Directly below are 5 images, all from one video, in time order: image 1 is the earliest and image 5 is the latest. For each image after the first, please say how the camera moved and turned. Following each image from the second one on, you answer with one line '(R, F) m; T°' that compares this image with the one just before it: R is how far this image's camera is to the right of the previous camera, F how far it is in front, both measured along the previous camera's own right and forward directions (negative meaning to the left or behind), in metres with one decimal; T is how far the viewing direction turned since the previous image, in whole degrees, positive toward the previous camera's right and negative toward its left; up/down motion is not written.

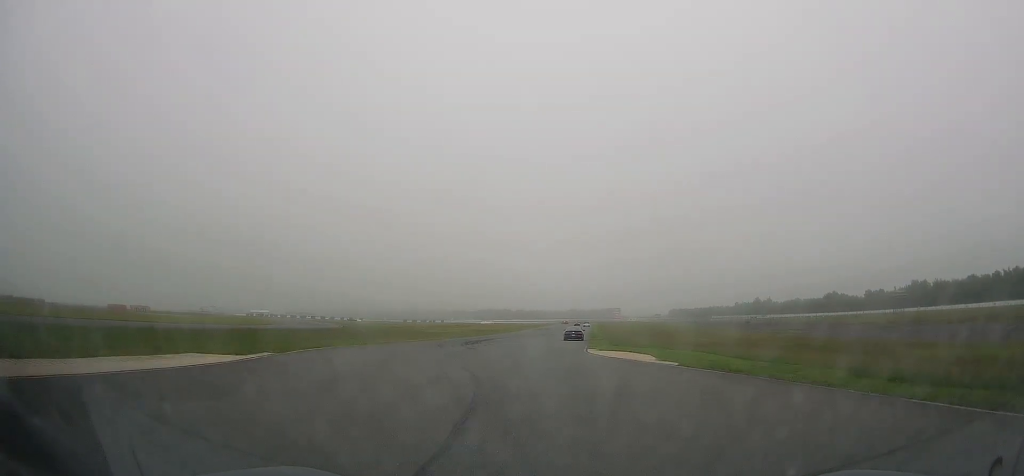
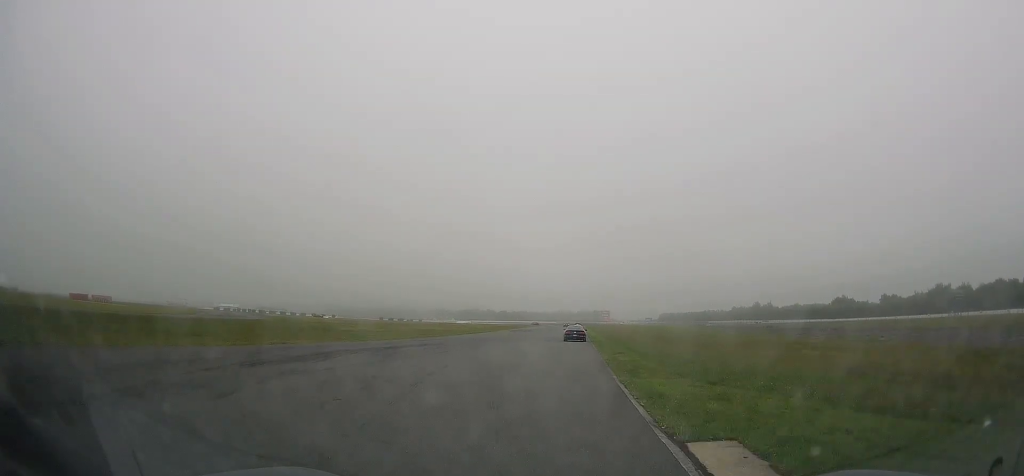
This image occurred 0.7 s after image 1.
(+0.1, +29.9) m; +1°
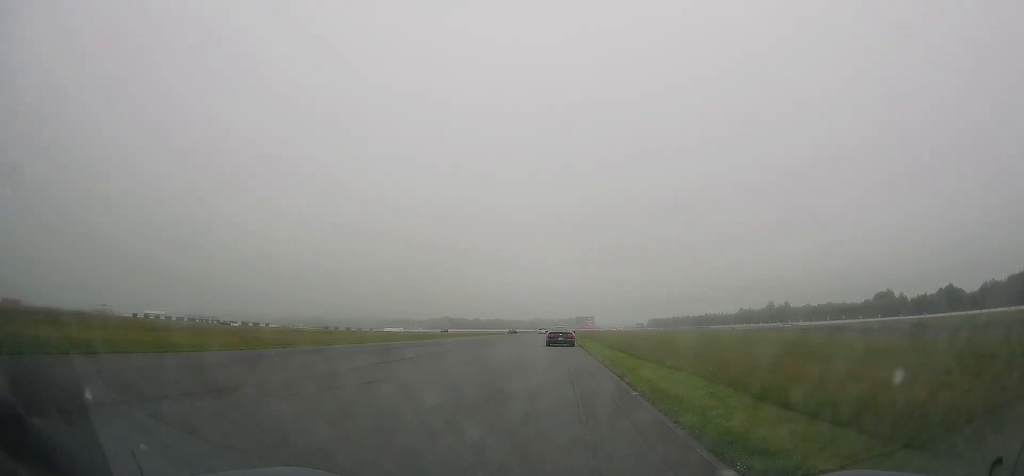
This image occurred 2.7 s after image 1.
(+1.6, +72.8) m; +2°
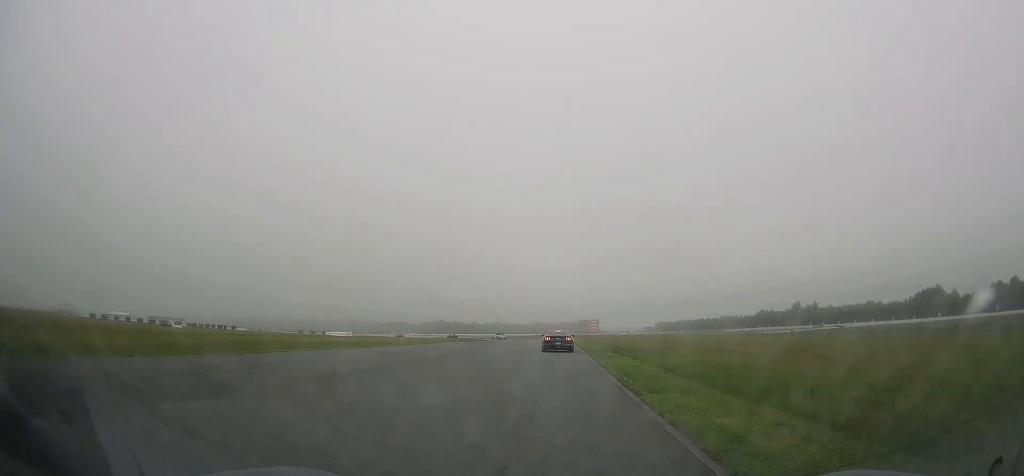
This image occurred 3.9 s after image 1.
(+0.1, +40.9) m; 0°
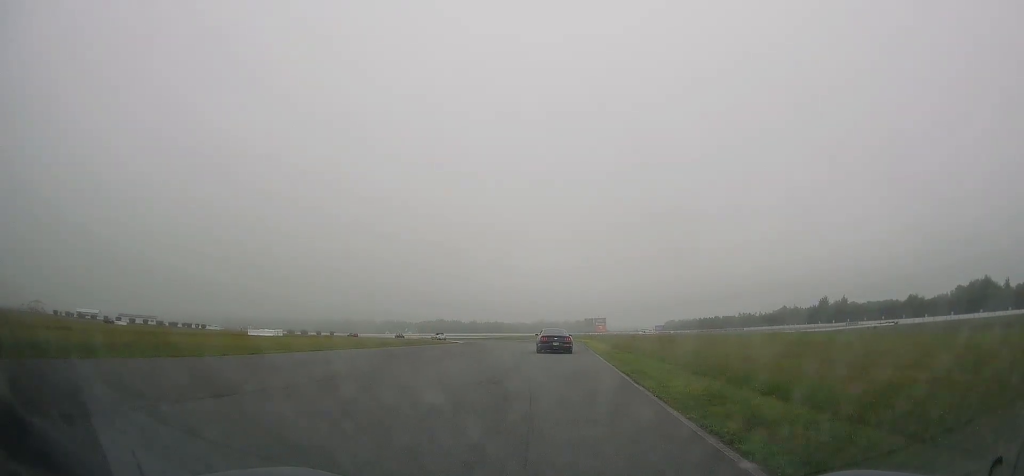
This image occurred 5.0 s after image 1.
(-0.1, +32.5) m; -1°
